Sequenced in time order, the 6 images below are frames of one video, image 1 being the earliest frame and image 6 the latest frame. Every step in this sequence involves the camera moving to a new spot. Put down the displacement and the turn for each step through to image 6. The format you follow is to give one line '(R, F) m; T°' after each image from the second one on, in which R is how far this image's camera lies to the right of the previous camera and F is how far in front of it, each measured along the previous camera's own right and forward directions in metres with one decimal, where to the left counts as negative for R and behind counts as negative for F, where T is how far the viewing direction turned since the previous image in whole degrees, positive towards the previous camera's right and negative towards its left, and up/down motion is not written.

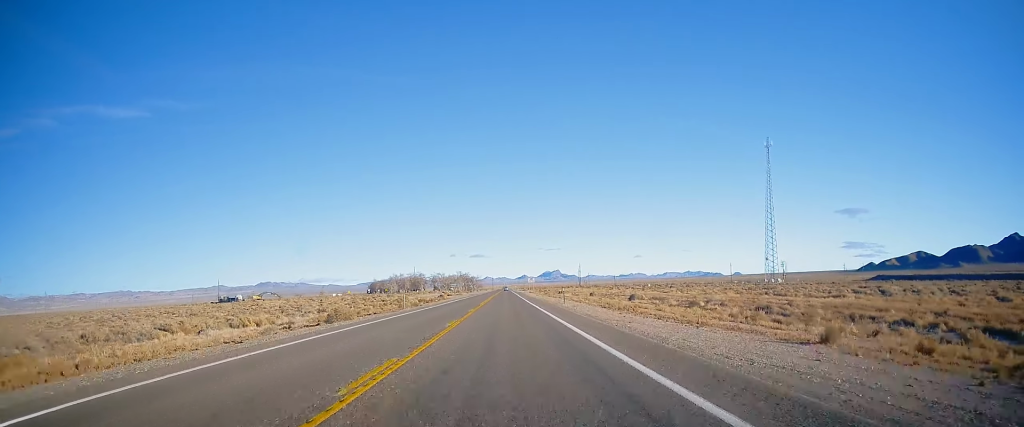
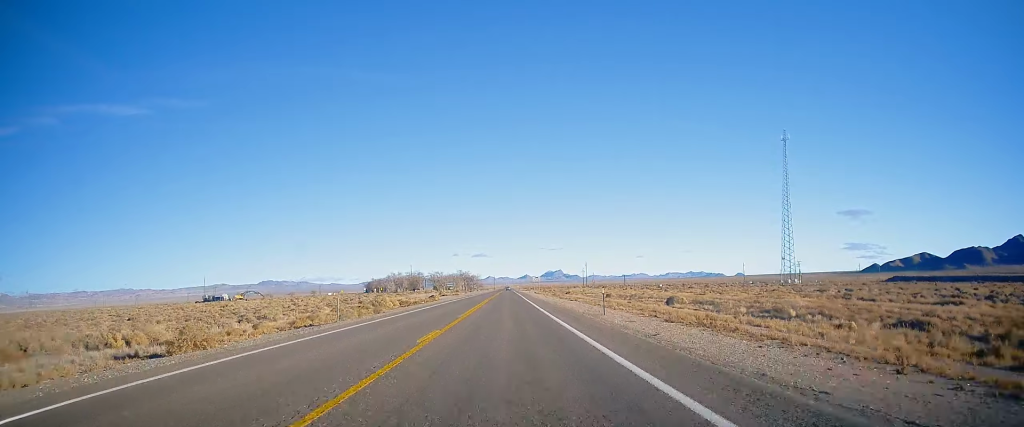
(0.0, +17.6) m; 0°
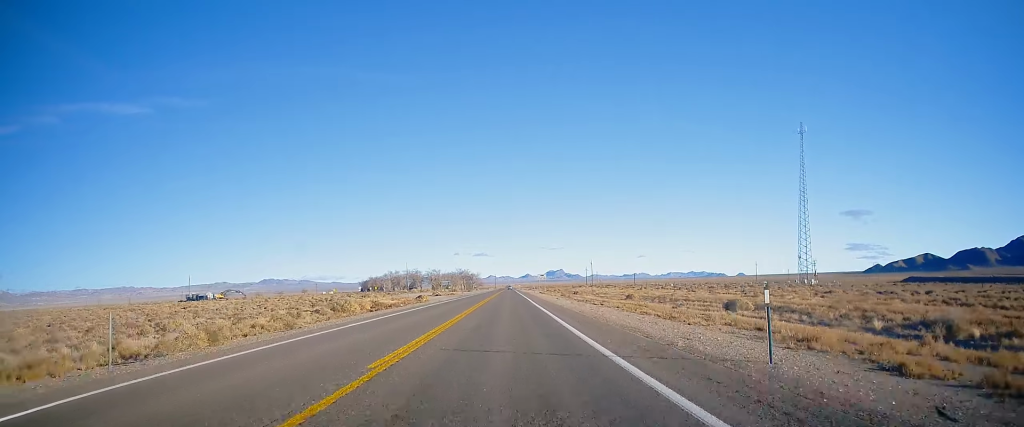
(-0.1, +16.6) m; 0°
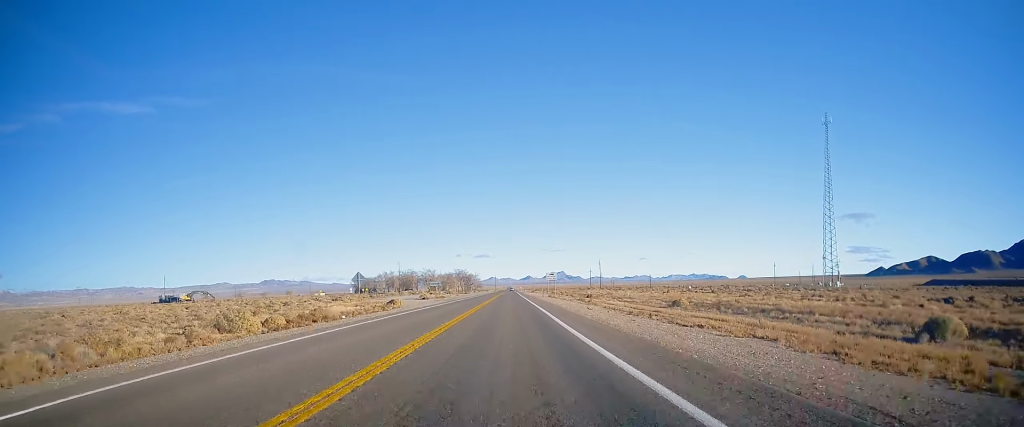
(+0.2, +23.4) m; 0°
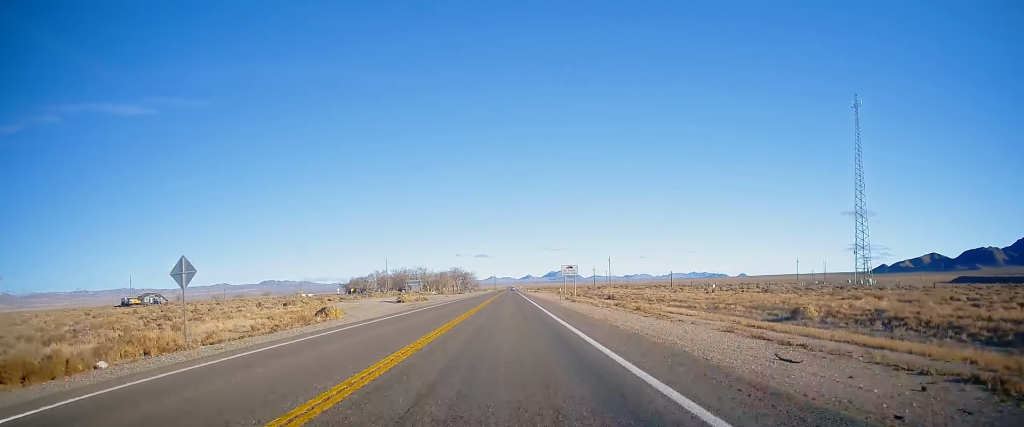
(0.0, +26.8) m; 0°
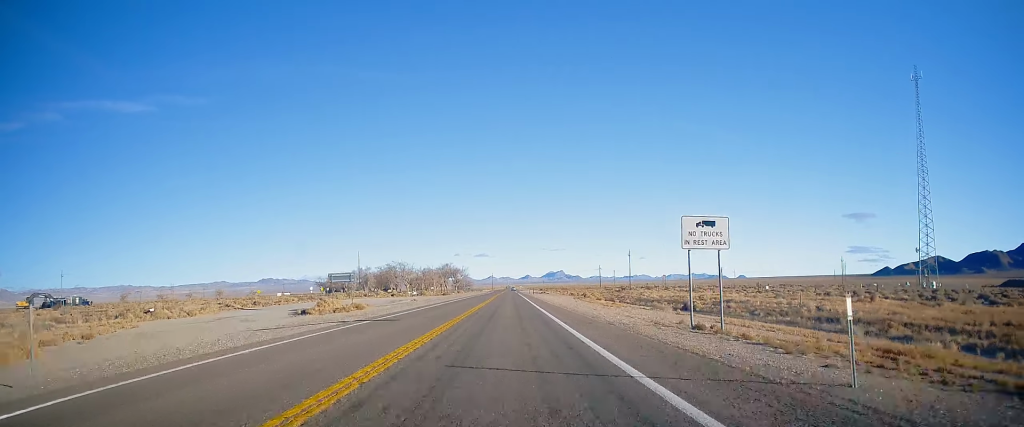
(-0.3, +42.9) m; 0°
